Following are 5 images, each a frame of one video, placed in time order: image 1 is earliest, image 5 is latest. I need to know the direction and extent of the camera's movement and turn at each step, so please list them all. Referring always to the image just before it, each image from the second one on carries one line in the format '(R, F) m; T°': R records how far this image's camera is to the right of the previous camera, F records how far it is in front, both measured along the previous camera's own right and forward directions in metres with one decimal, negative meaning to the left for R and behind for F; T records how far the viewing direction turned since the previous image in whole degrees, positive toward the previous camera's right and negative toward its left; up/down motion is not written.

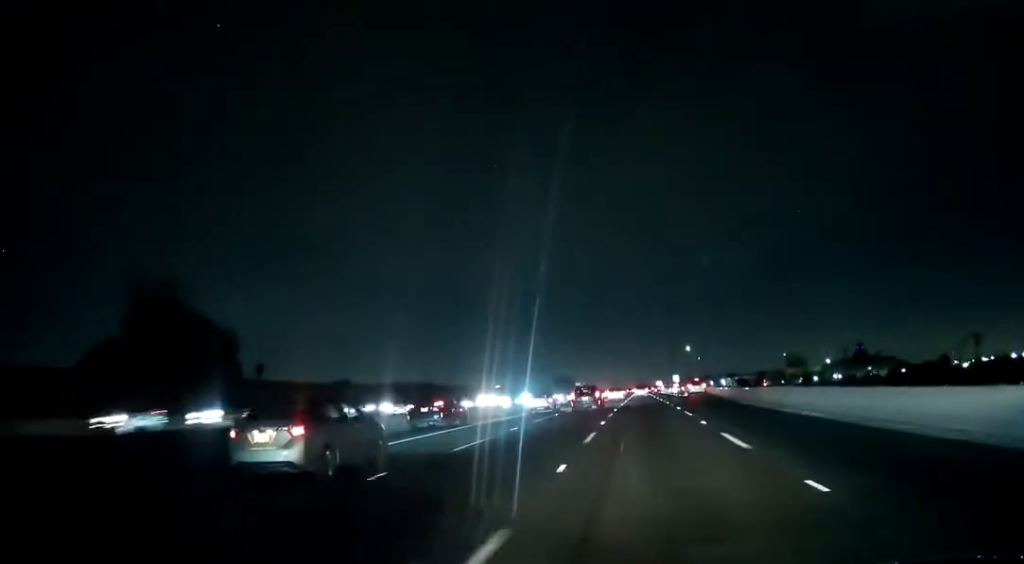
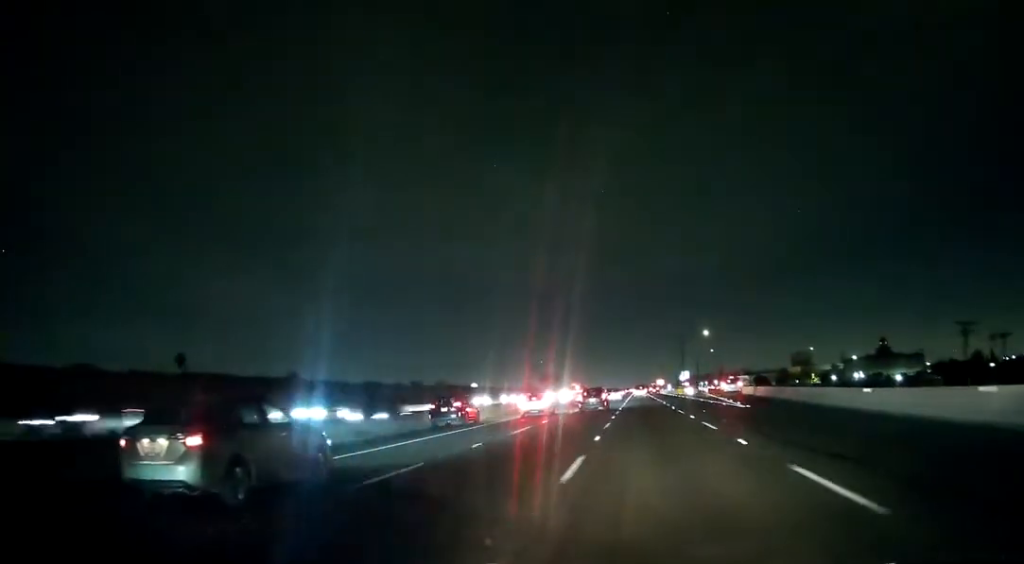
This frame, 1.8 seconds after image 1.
(-0.2, +50.8) m; 0°
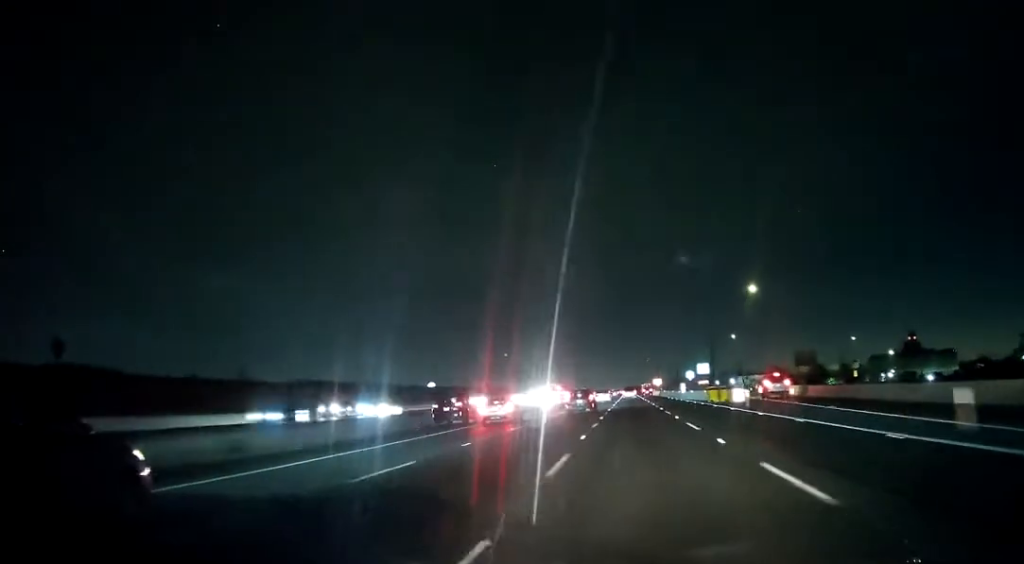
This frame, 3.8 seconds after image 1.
(+0.3, +56.1) m; 0°
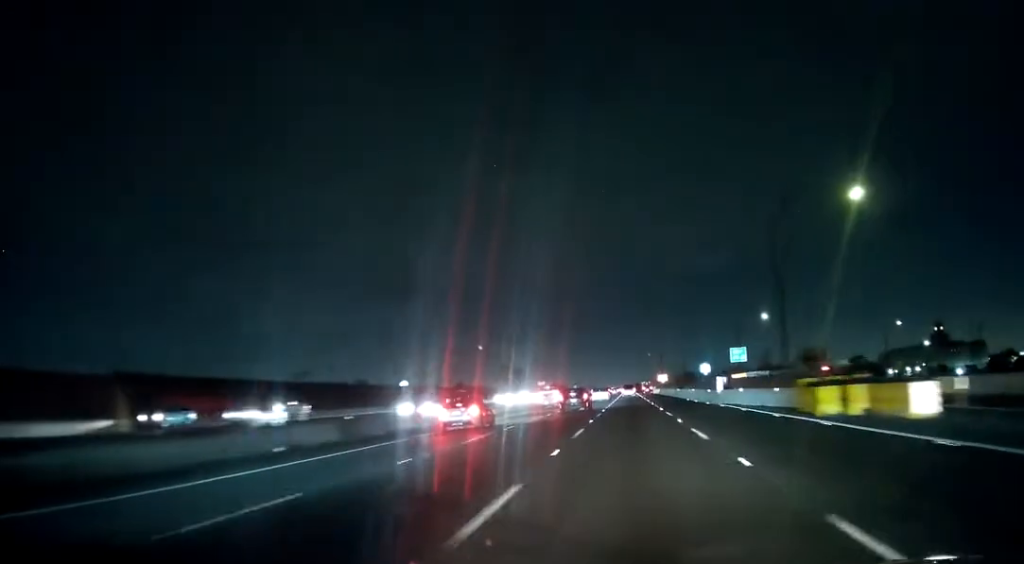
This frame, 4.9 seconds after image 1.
(0.0, +34.0) m; 0°
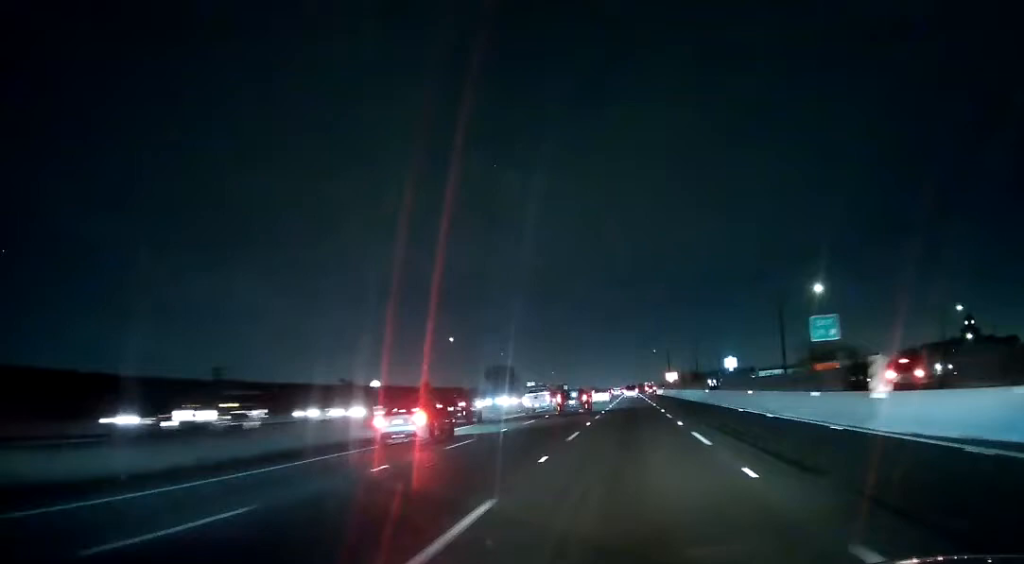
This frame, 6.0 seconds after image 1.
(0.0, +30.2) m; -1°
